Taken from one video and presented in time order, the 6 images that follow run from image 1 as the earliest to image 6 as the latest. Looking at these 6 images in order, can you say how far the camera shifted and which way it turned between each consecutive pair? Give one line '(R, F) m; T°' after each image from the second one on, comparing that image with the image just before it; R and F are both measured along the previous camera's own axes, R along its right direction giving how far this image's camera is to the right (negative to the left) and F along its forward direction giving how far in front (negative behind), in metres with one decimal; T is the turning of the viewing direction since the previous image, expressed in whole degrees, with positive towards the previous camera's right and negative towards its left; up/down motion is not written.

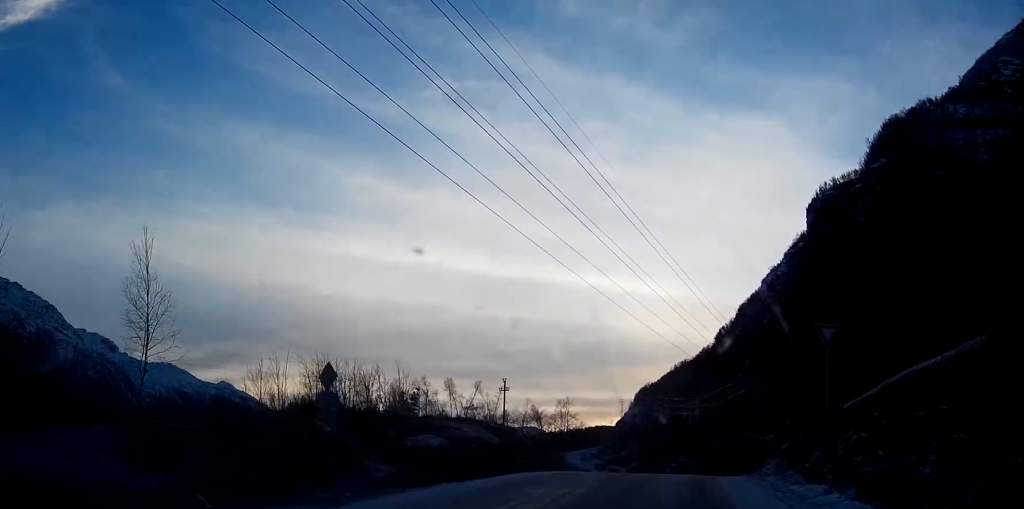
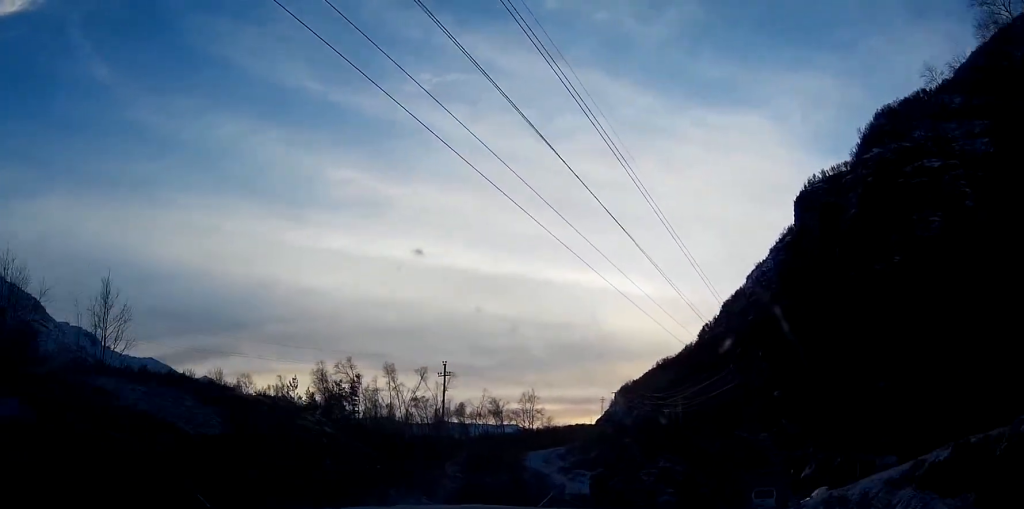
(0.0, +17.3) m; +1°
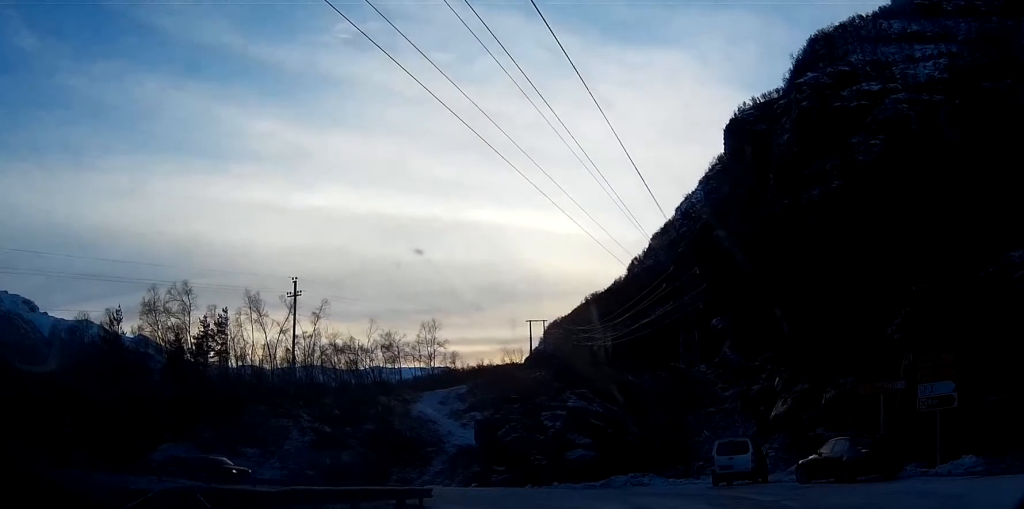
(+1.2, +18.3) m; +9°
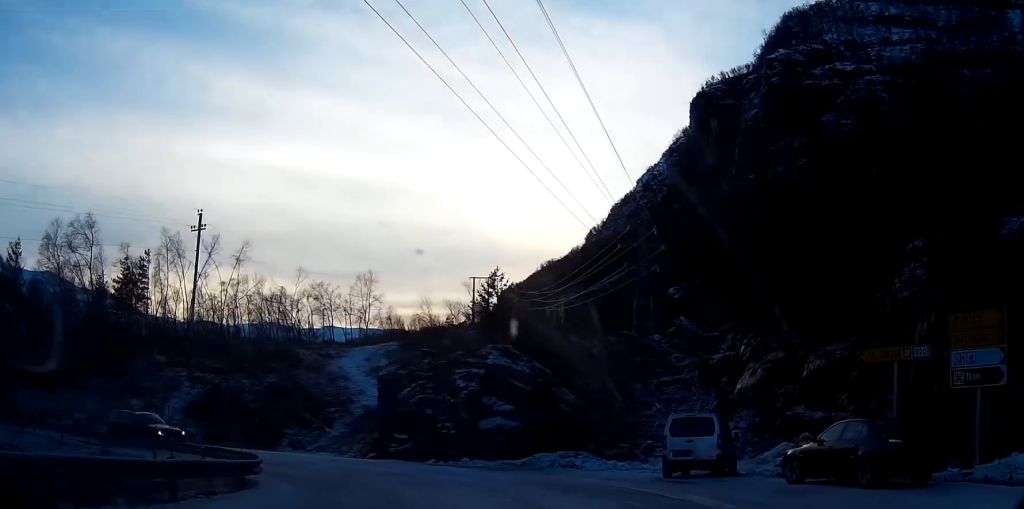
(+0.3, +7.7) m; 0°
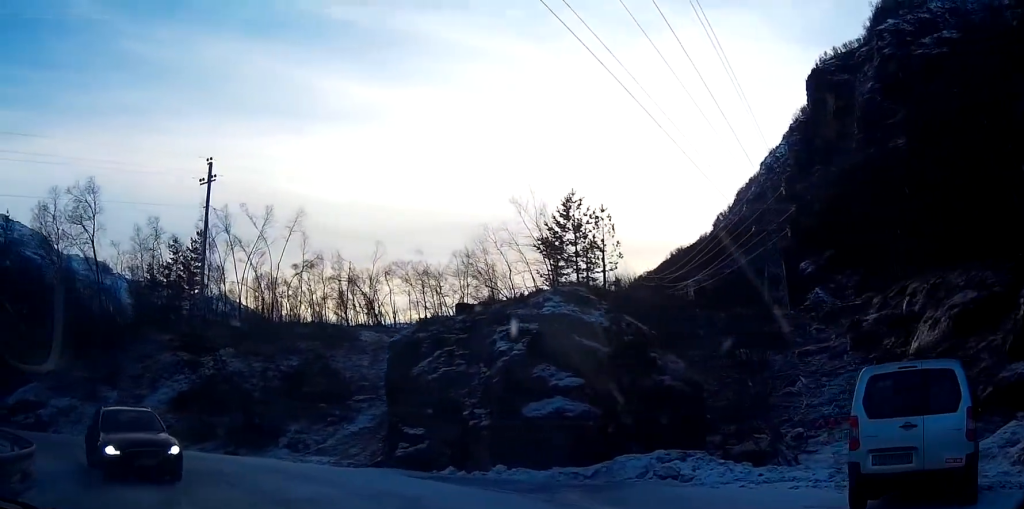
(-1.5, +12.1) m; -18°
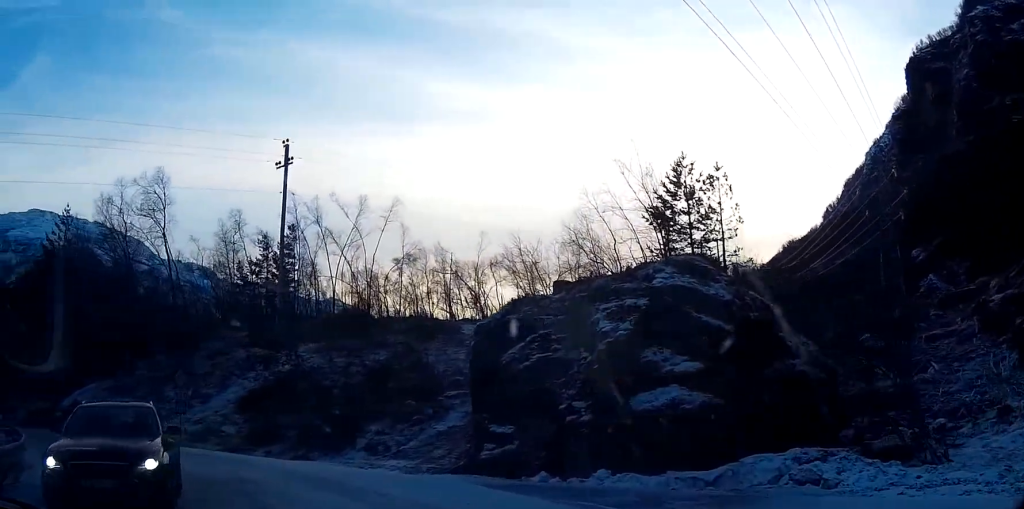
(-0.1, +3.5) m; -8°
